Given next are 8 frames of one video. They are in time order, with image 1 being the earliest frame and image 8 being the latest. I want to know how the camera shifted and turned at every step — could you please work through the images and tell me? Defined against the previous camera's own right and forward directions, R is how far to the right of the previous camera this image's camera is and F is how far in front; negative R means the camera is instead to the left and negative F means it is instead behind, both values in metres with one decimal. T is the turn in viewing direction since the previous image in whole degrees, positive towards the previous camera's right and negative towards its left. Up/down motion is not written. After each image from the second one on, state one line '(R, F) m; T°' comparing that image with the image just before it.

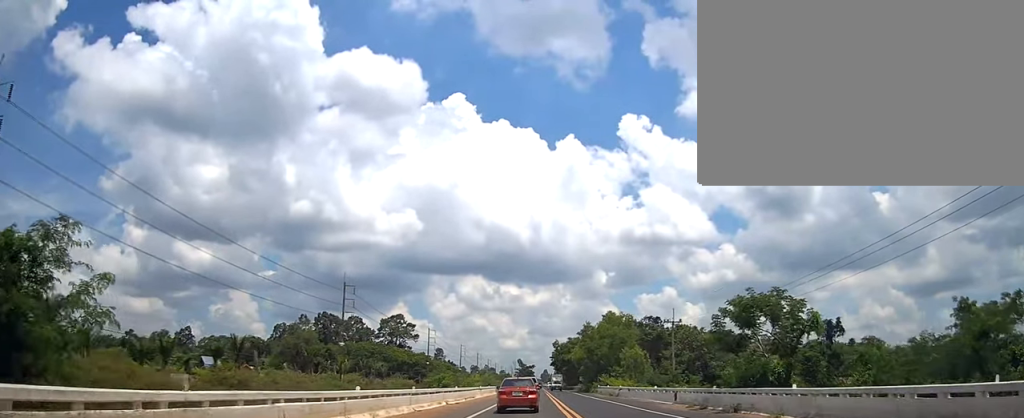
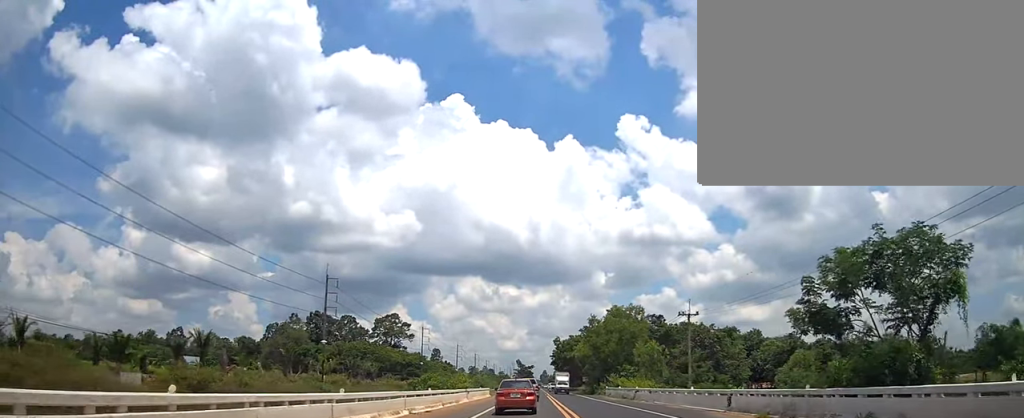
(+0.2, +9.2) m; 0°
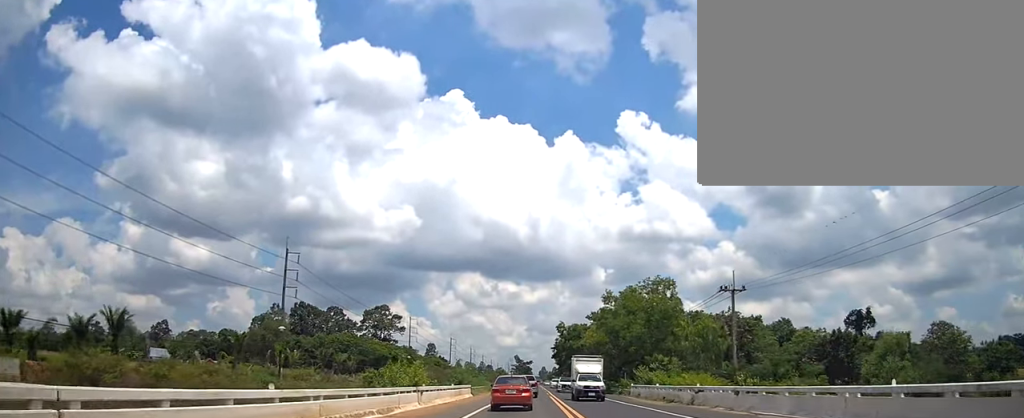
(-0.3, +17.4) m; -1°
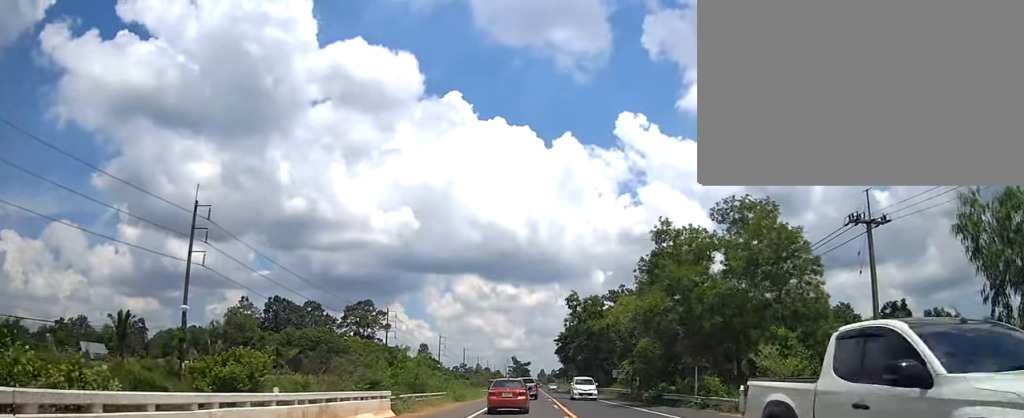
(0.0, +25.3) m; -1°
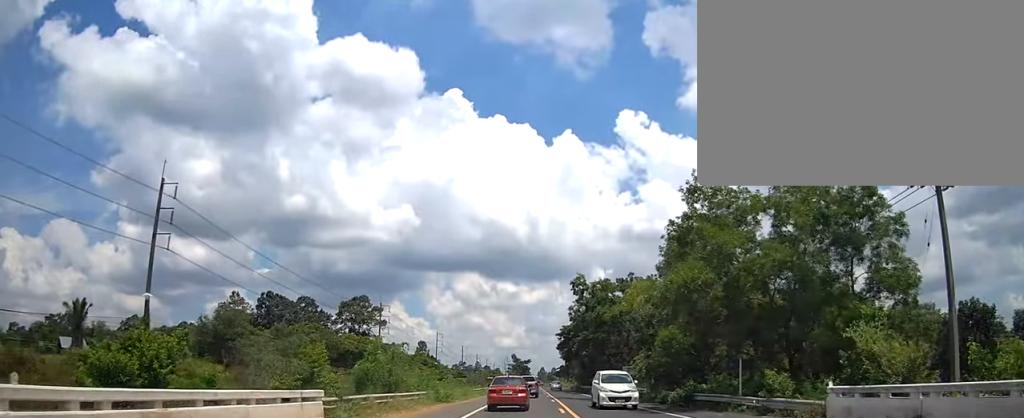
(-0.1, +6.7) m; -1°
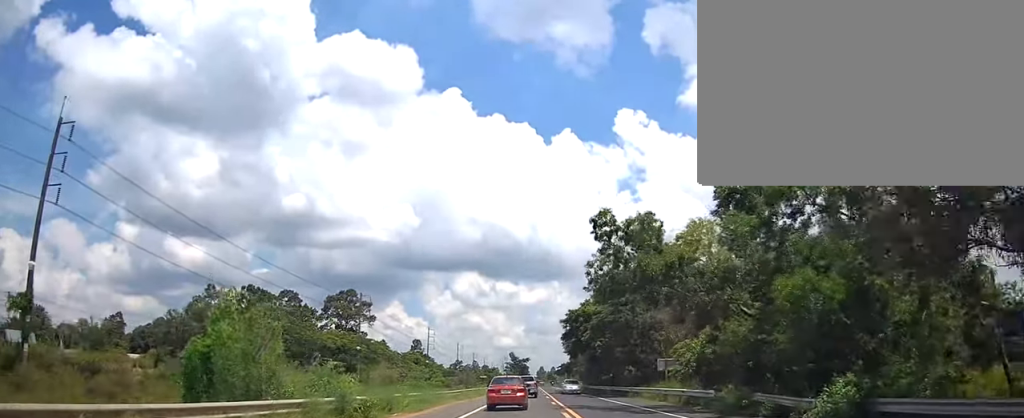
(0.0, +15.4) m; 0°
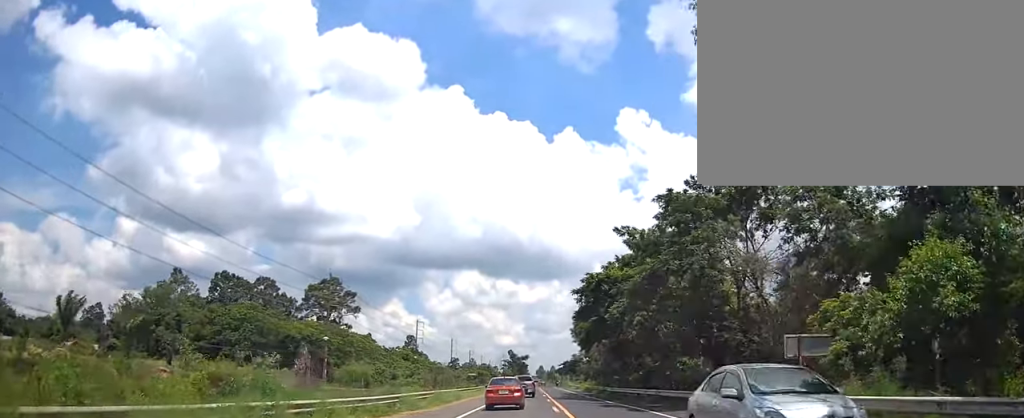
(+0.1, +19.5) m; +1°
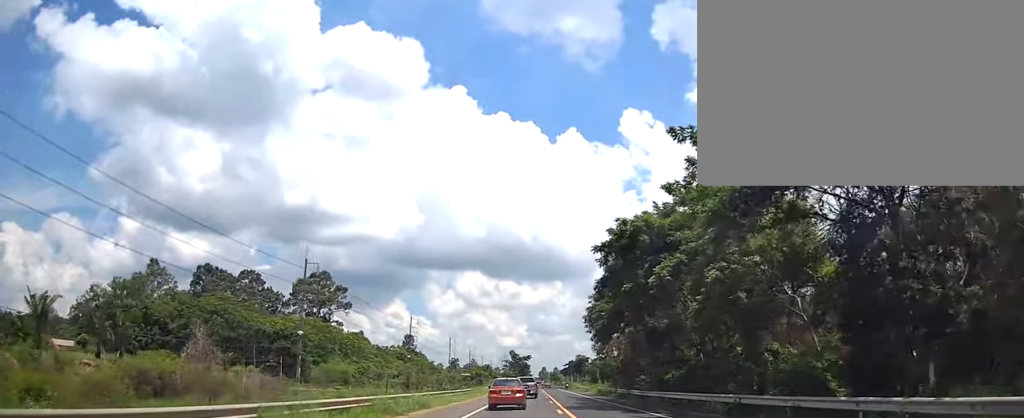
(+0.3, +12.8) m; +1°
